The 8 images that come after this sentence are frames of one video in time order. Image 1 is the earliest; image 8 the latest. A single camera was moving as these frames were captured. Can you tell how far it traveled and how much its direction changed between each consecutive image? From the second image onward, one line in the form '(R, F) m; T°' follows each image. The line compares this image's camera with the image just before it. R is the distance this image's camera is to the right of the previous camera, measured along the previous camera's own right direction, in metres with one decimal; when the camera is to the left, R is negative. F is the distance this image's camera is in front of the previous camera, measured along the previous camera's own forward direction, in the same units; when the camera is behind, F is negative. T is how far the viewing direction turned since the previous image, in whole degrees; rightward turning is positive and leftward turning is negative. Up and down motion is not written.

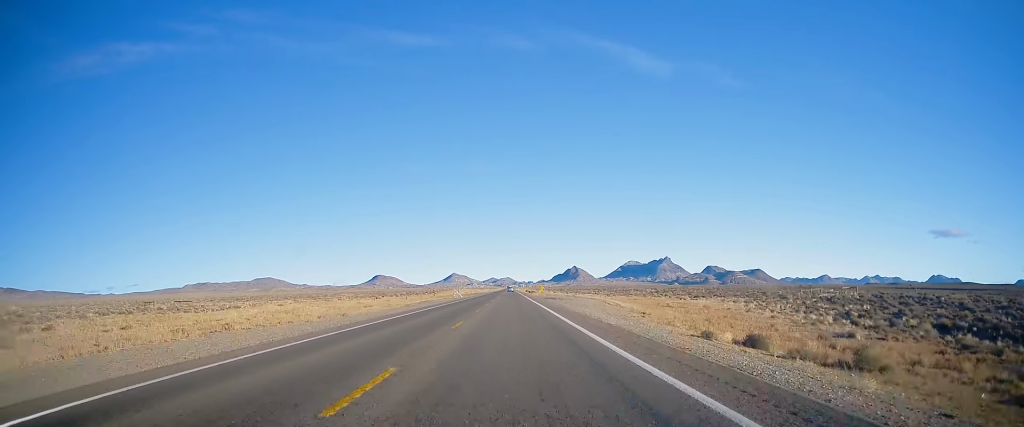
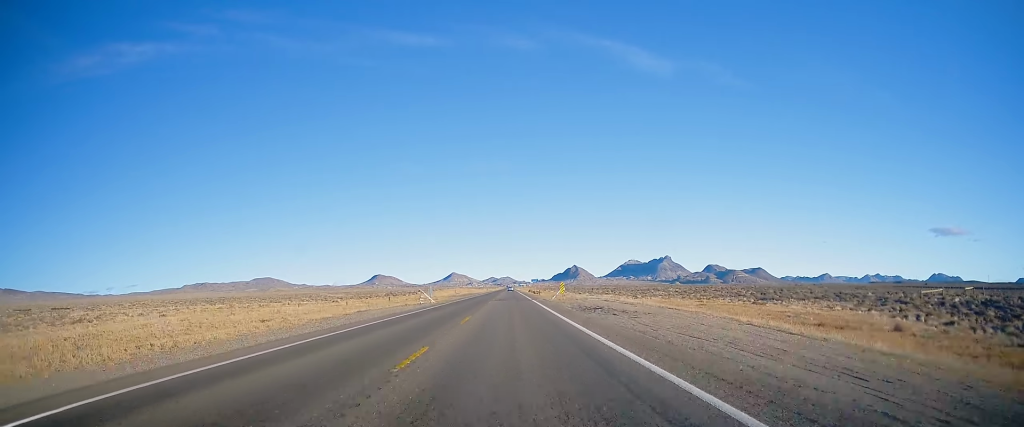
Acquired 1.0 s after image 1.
(0.0, +33.5) m; 0°
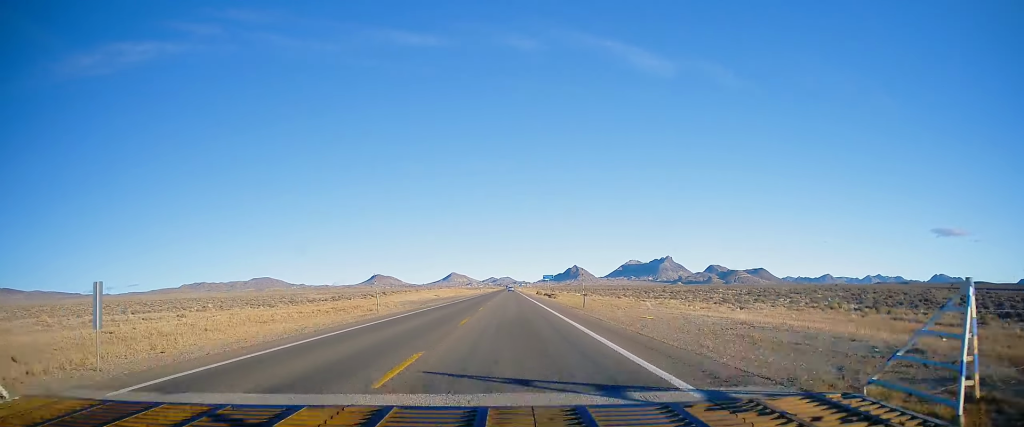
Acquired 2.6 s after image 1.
(-0.1, +50.5) m; 0°
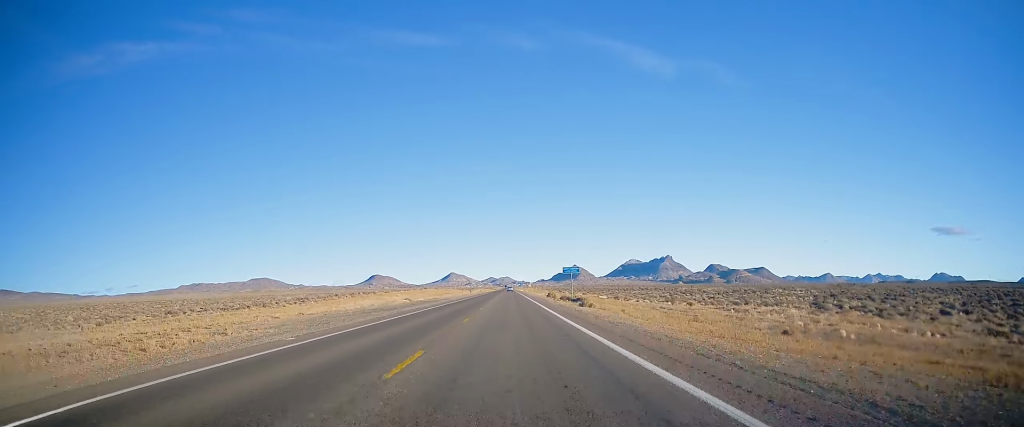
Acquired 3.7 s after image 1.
(0.0, +36.4) m; 0°
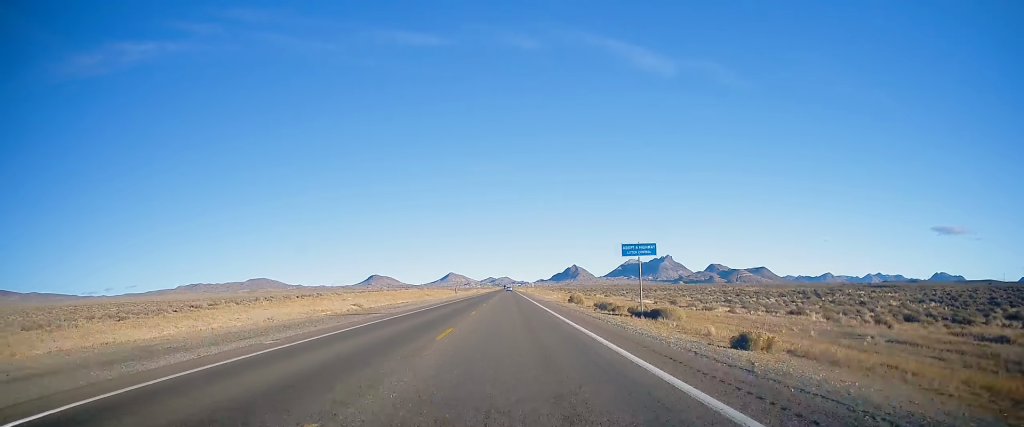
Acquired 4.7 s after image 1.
(0.0, +30.8) m; 0°
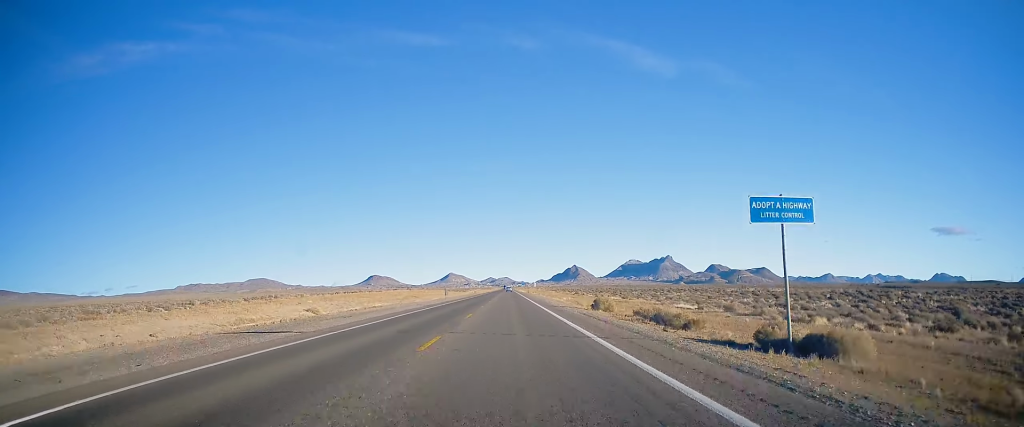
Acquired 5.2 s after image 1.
(0.0, +14.8) m; 0°
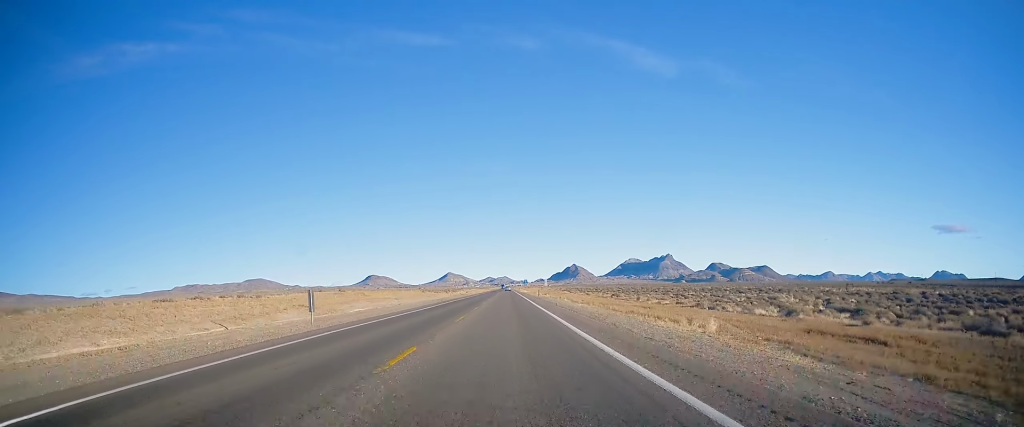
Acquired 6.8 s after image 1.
(0.0, +51.9) m; -1°
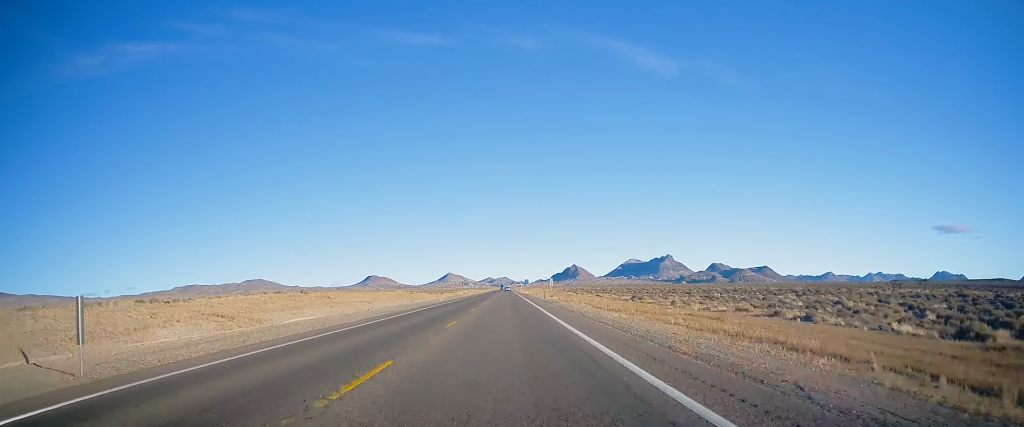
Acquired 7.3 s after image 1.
(-0.1, +14.8) m; 0°
